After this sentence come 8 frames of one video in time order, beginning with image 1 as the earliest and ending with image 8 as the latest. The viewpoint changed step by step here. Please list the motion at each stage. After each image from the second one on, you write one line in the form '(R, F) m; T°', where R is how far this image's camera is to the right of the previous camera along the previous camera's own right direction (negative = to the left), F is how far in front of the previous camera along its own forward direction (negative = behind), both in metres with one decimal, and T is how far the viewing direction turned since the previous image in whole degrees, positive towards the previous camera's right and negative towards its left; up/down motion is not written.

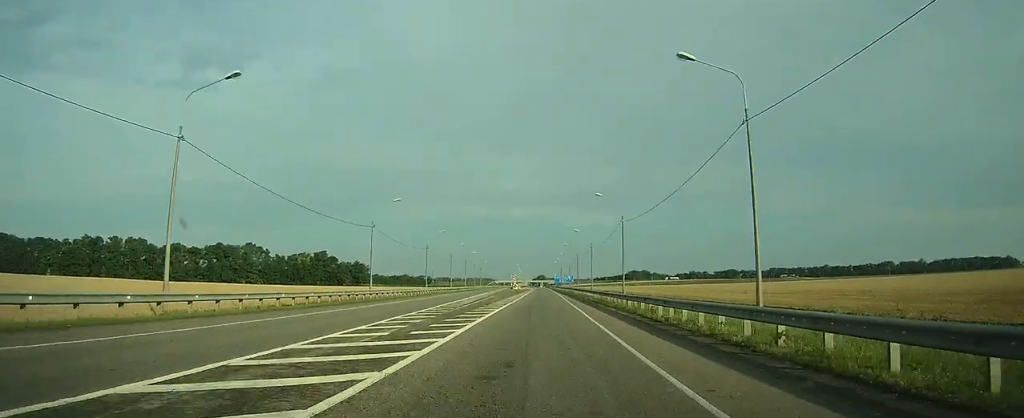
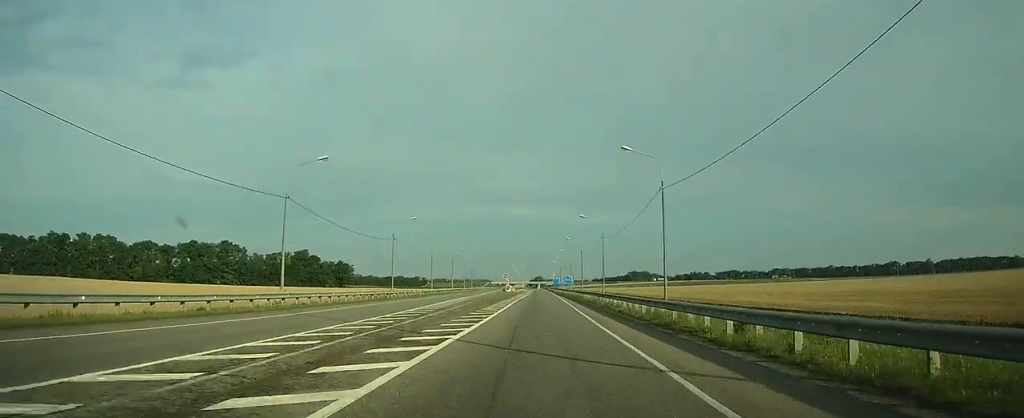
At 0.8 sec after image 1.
(0.0, +19.1) m; 0°
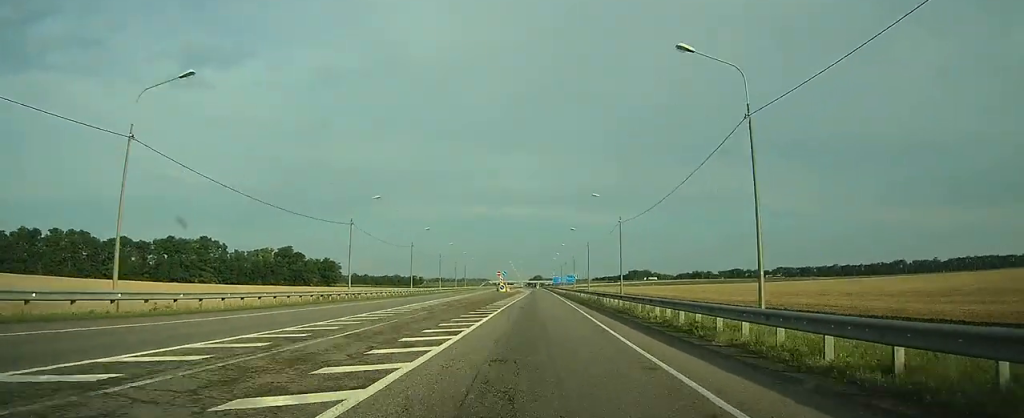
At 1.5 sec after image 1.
(0.0, +17.4) m; 0°
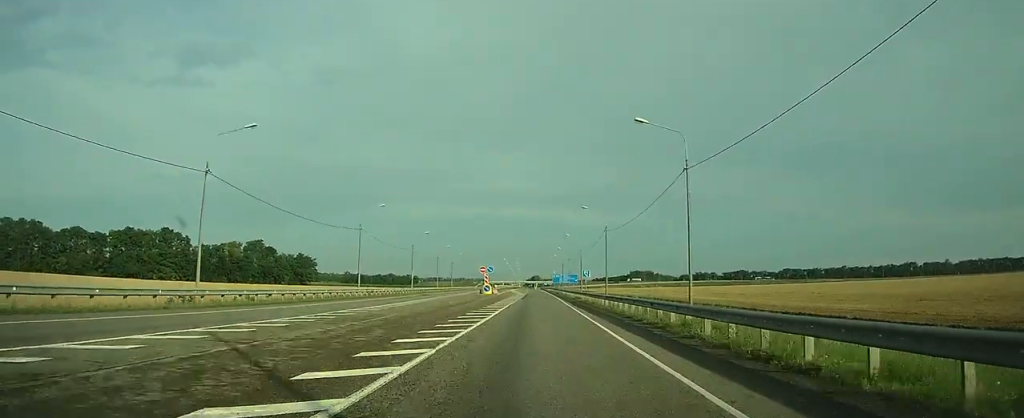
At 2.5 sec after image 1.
(0.0, +31.6) m; 0°
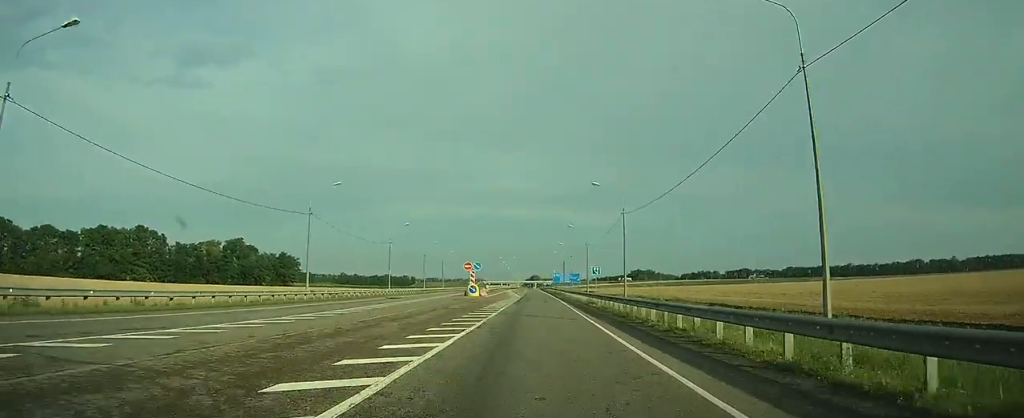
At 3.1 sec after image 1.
(0.0, +18.2) m; 0°
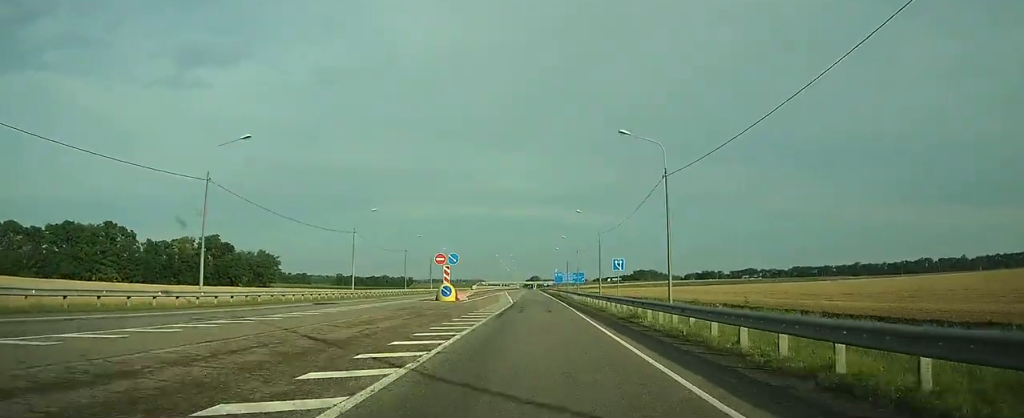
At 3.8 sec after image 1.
(0.0, +20.9) m; 0°
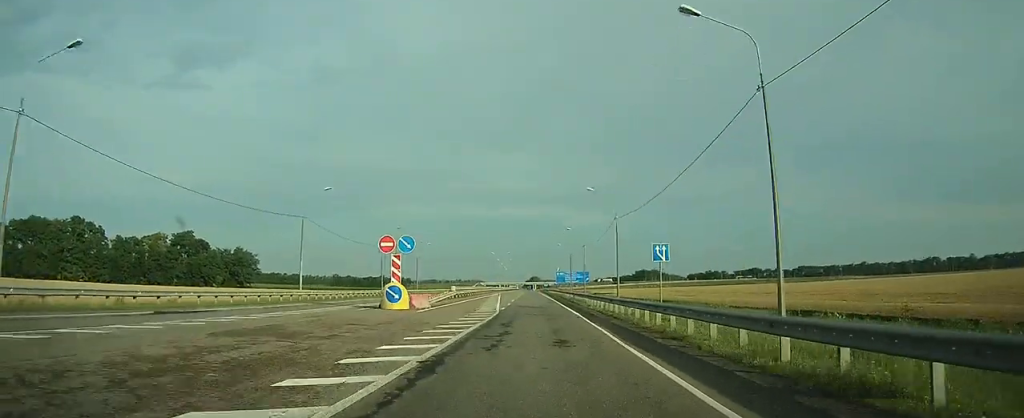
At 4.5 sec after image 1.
(0.0, +18.1) m; 0°
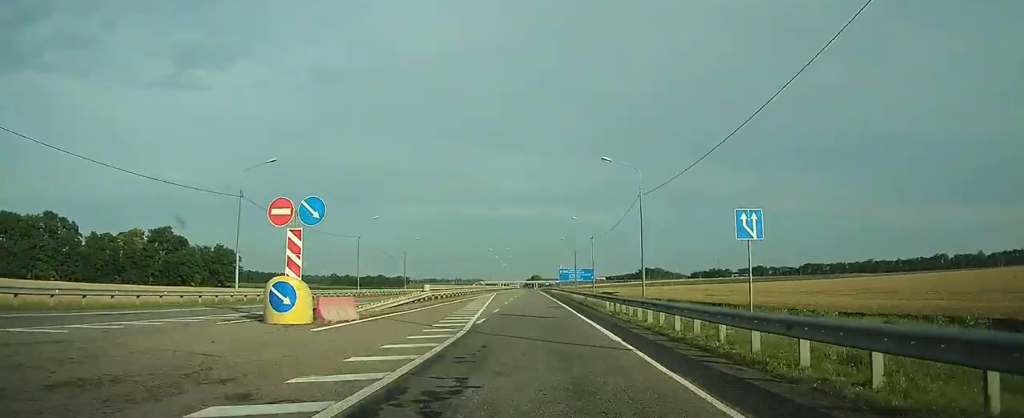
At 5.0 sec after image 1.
(0.0, +13.9) m; 0°
